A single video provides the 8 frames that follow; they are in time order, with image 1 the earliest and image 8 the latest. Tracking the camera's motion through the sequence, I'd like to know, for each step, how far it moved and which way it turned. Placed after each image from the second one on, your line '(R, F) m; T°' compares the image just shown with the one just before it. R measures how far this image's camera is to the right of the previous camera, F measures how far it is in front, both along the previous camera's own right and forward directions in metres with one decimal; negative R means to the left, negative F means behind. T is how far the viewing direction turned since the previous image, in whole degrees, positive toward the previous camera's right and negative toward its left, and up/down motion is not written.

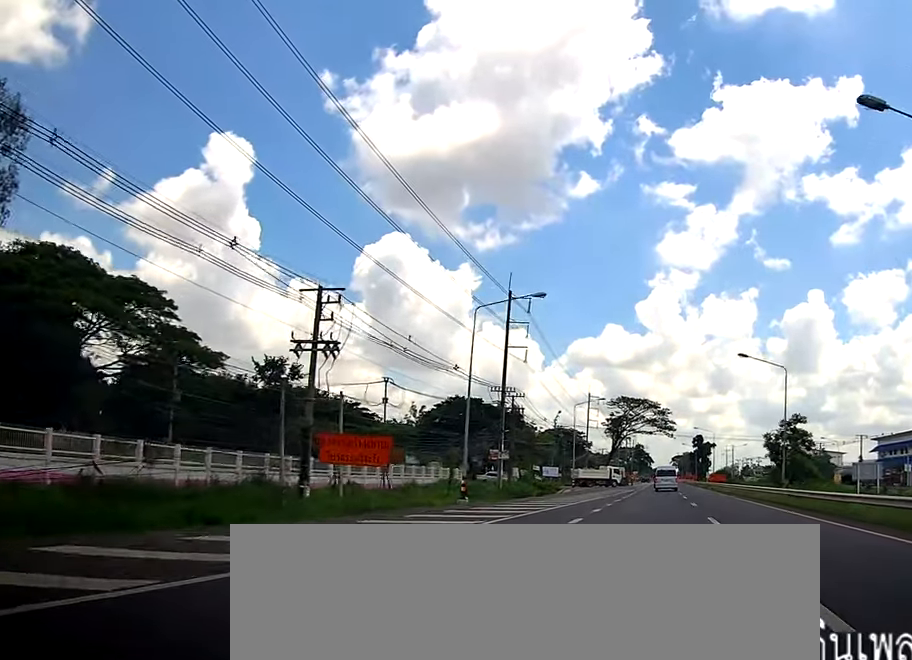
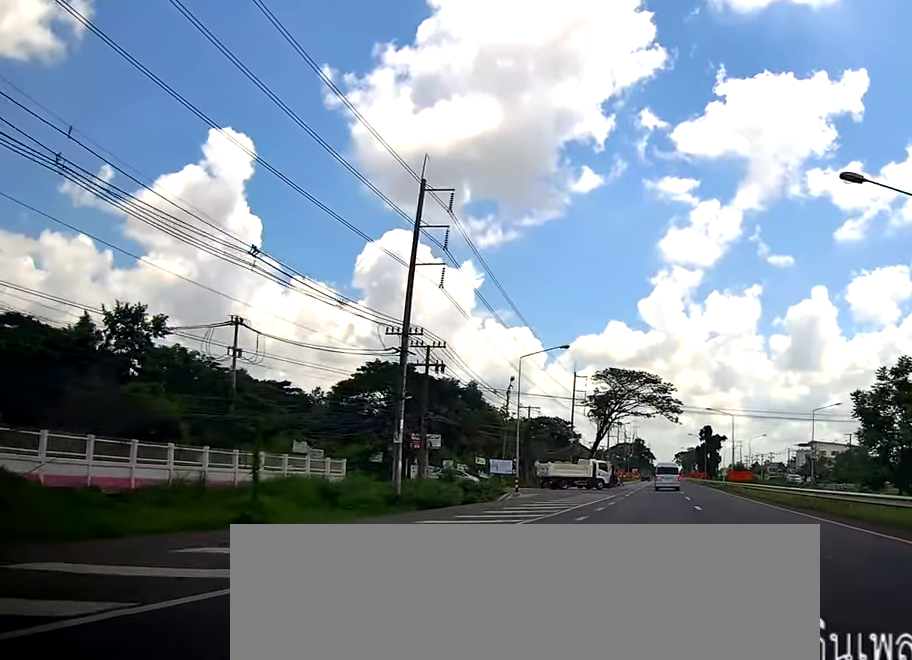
(+1.1, +28.6) m; +2°
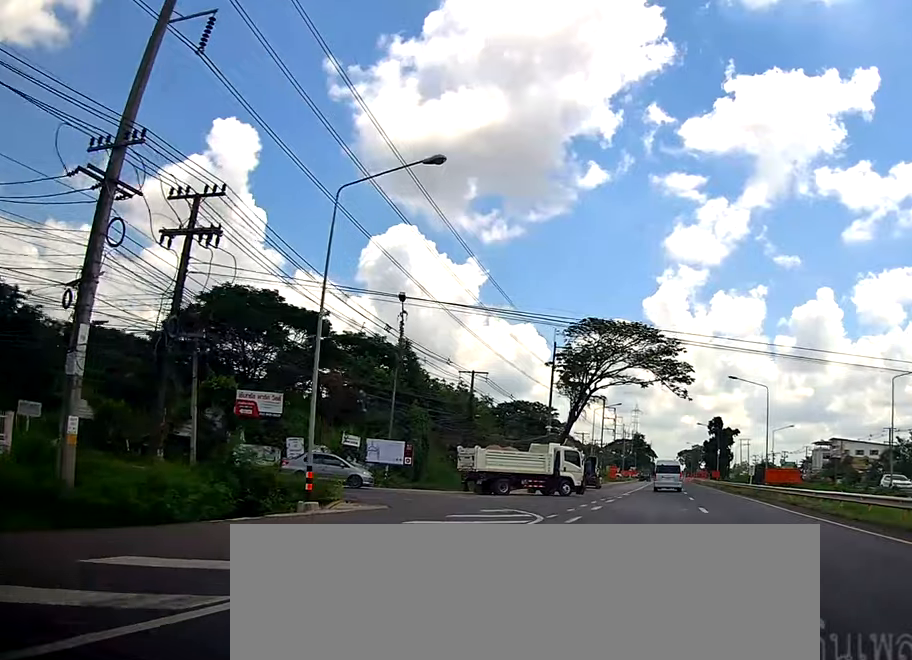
(-1.1, +26.8) m; -1°
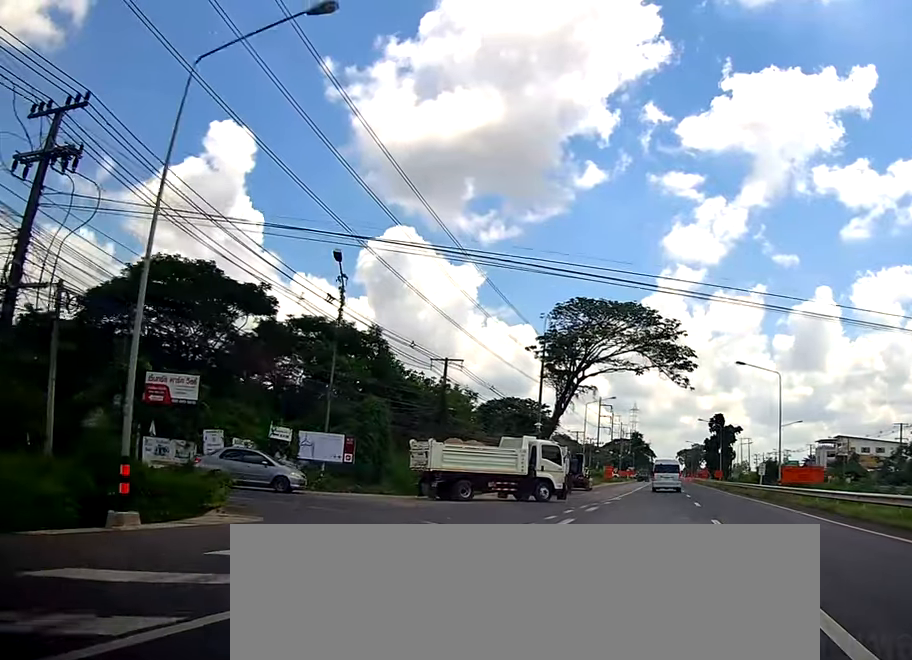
(-0.2, +7.2) m; +1°
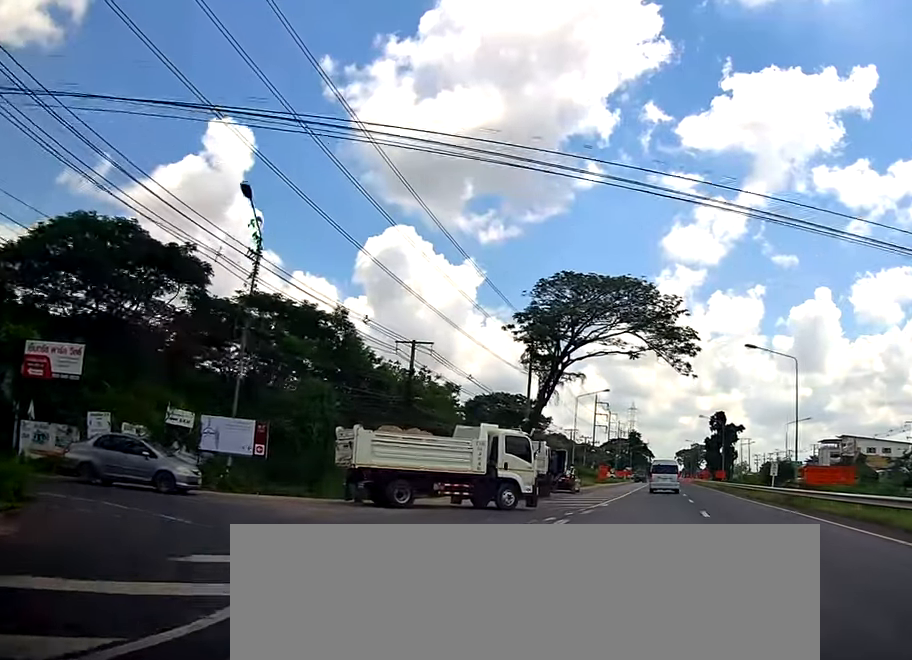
(+0.2, +6.9) m; +1°
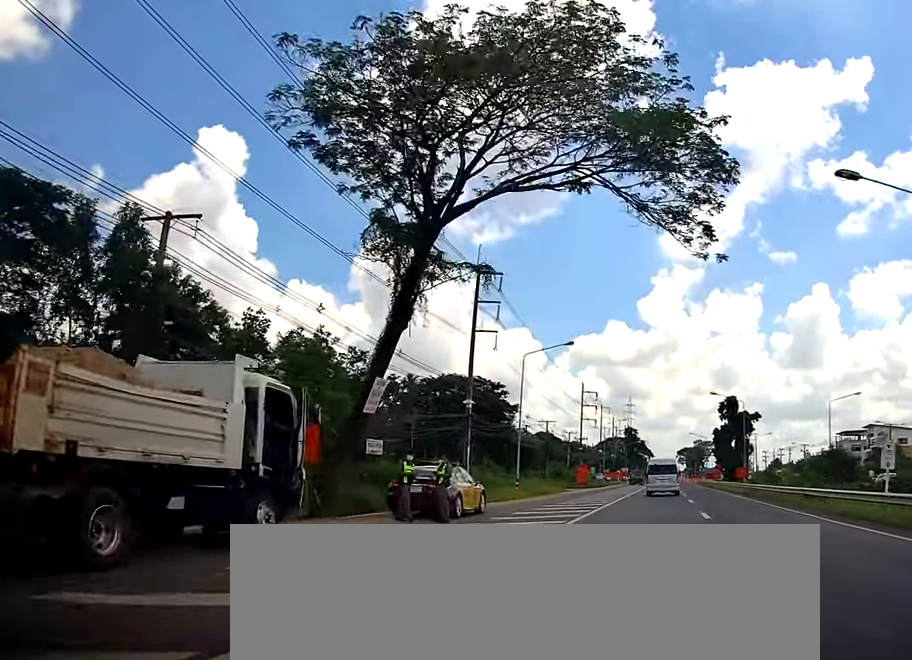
(0.0, +25.8) m; -3°
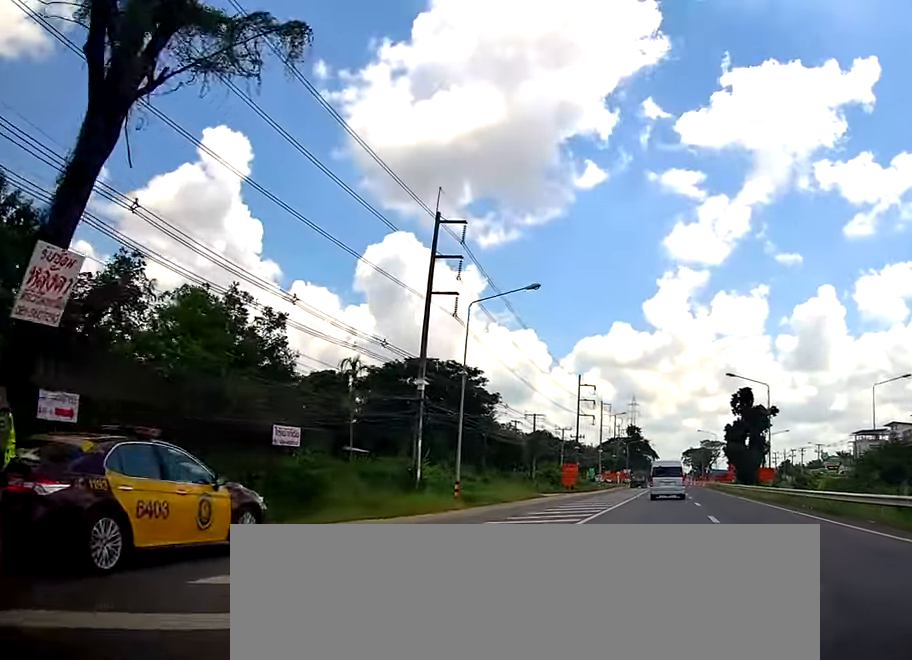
(-0.1, +13.8) m; 0°
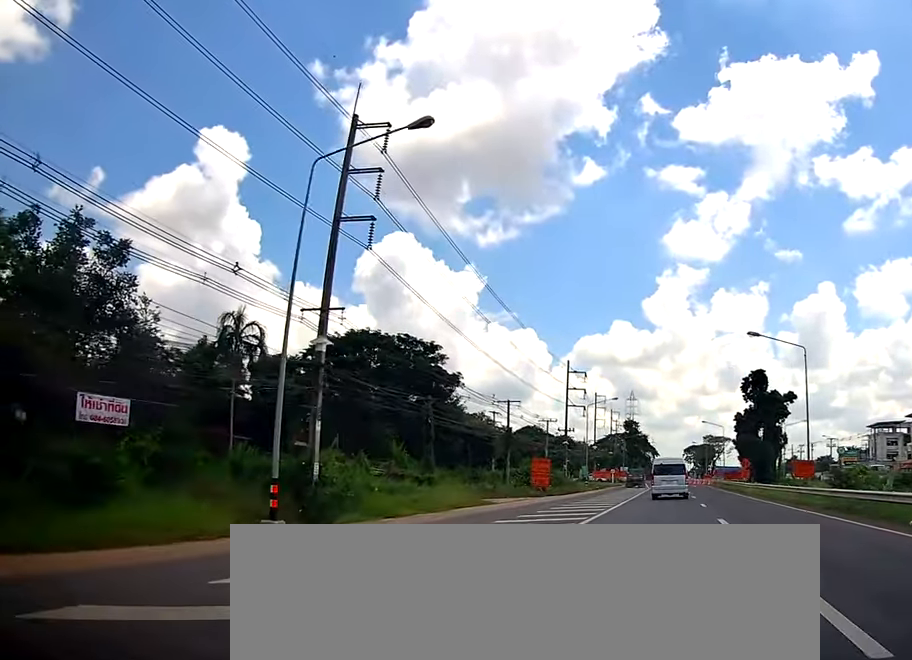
(0.0, +14.6) m; 0°
